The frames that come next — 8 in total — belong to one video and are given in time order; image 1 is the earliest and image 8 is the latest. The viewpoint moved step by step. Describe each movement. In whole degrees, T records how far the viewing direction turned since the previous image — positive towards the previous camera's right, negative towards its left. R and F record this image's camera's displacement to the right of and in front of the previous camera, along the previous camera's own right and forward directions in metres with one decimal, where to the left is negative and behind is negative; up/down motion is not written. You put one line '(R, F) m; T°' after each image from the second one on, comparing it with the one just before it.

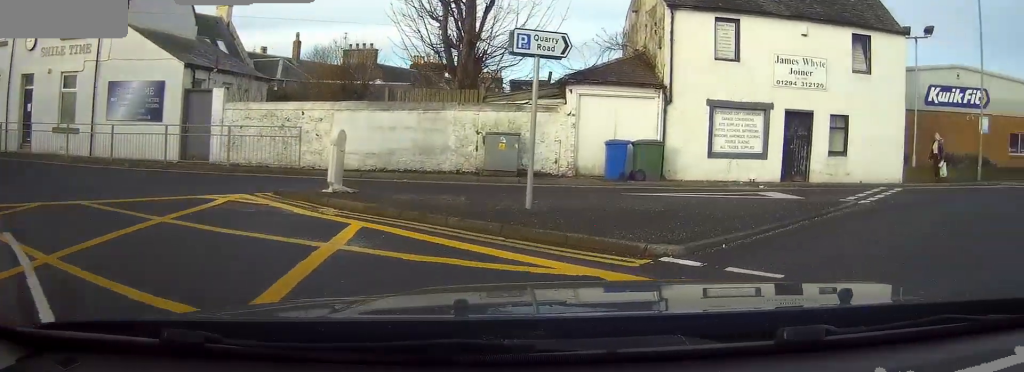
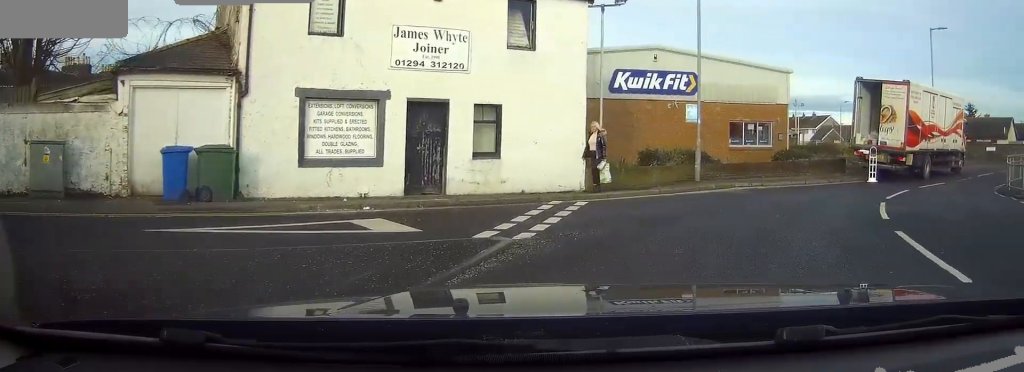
(+0.6, +4.2) m; +15°
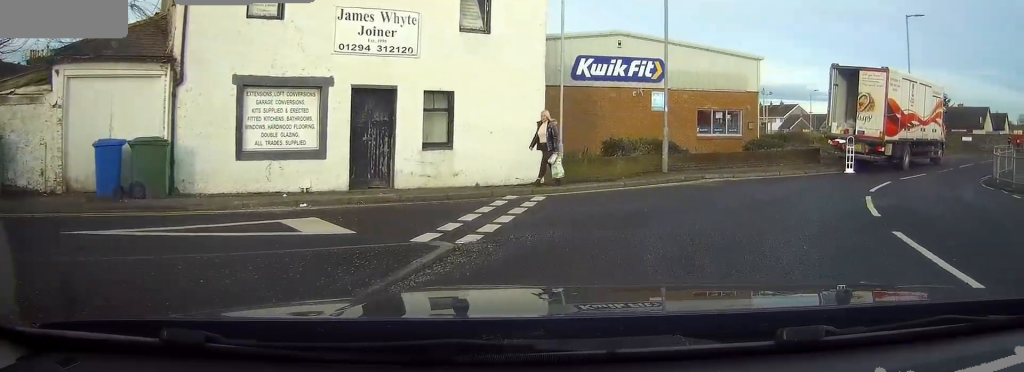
(+0.1, +1.6) m; +4°
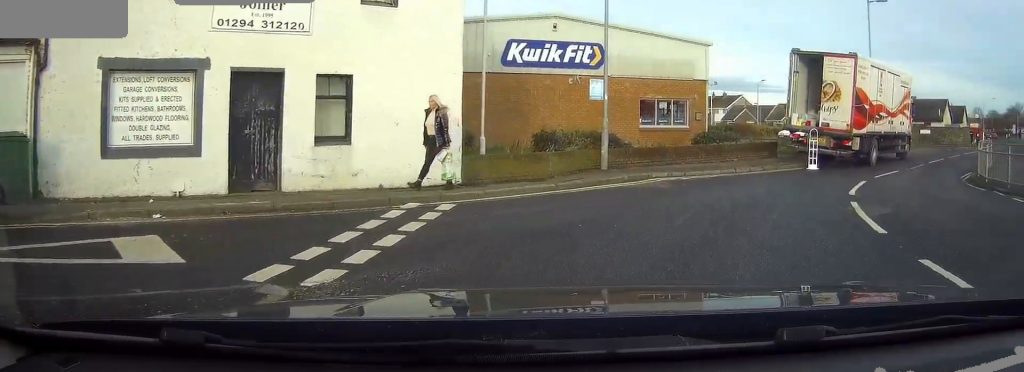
(+0.2, +3.1) m; +8°
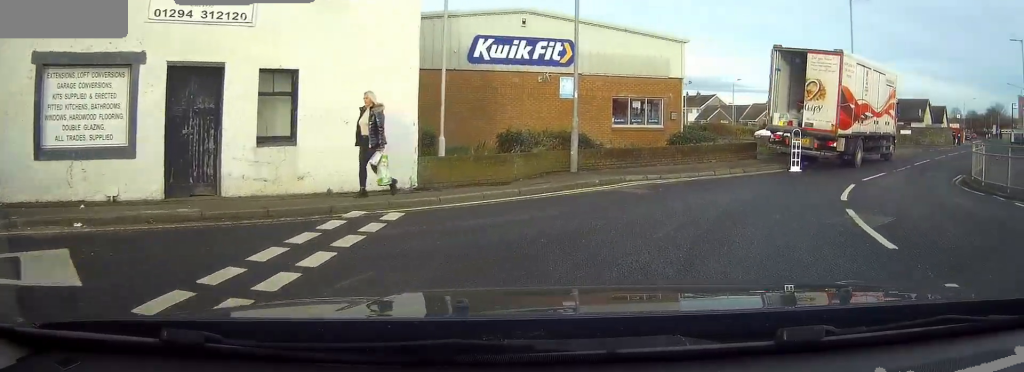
(0.0, +1.6) m; +5°
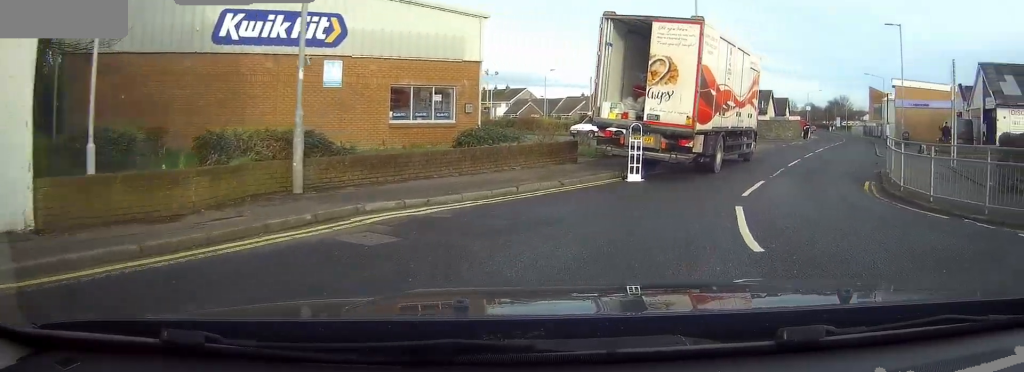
(+1.5, +7.4) m; +18°
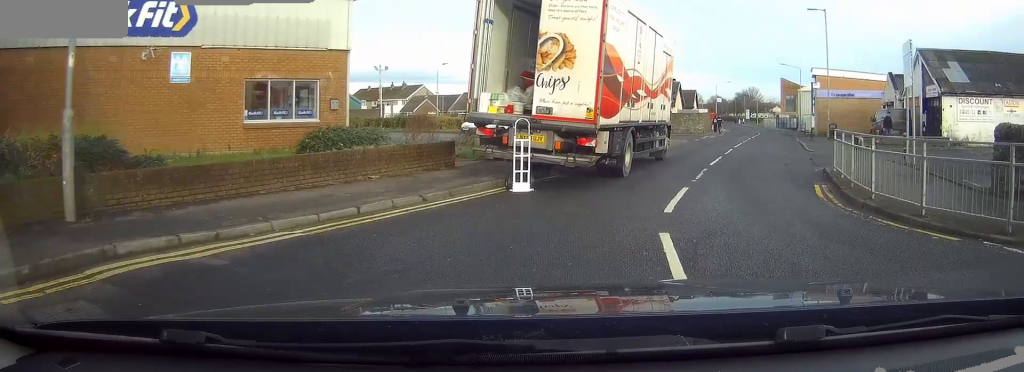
(+0.1, +2.8) m; +4°
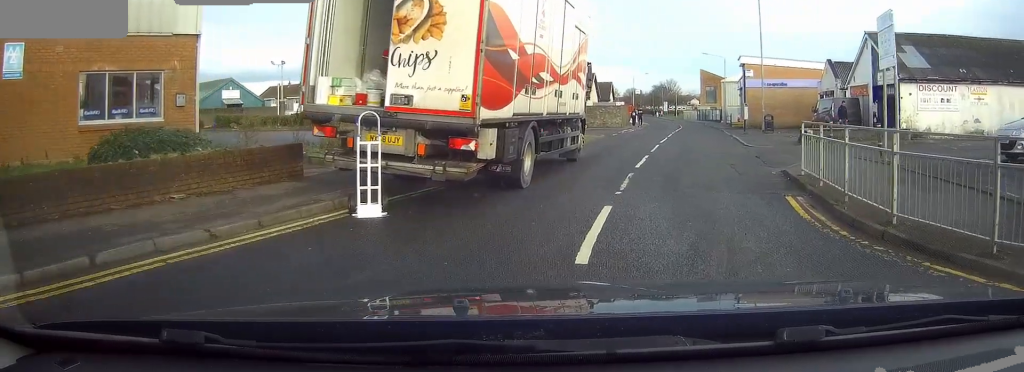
(+0.3, +4.2) m; +6°
